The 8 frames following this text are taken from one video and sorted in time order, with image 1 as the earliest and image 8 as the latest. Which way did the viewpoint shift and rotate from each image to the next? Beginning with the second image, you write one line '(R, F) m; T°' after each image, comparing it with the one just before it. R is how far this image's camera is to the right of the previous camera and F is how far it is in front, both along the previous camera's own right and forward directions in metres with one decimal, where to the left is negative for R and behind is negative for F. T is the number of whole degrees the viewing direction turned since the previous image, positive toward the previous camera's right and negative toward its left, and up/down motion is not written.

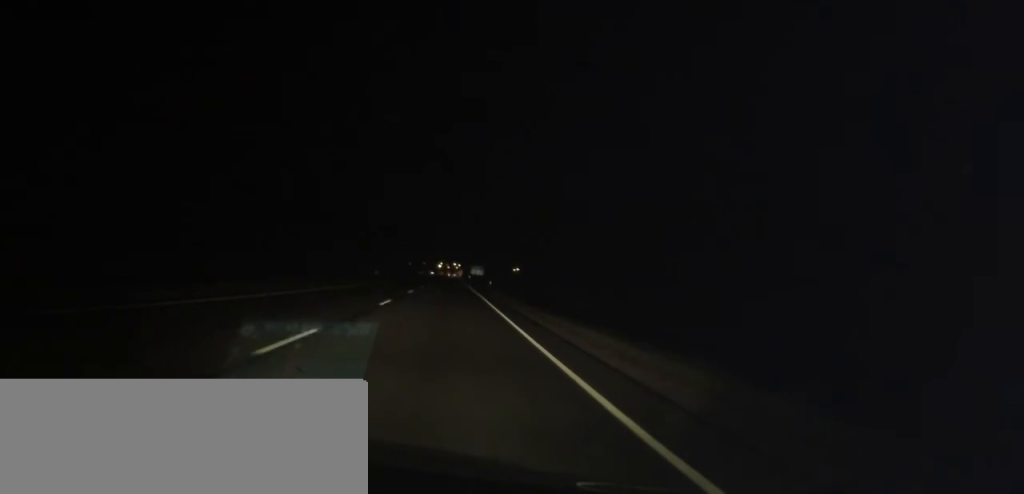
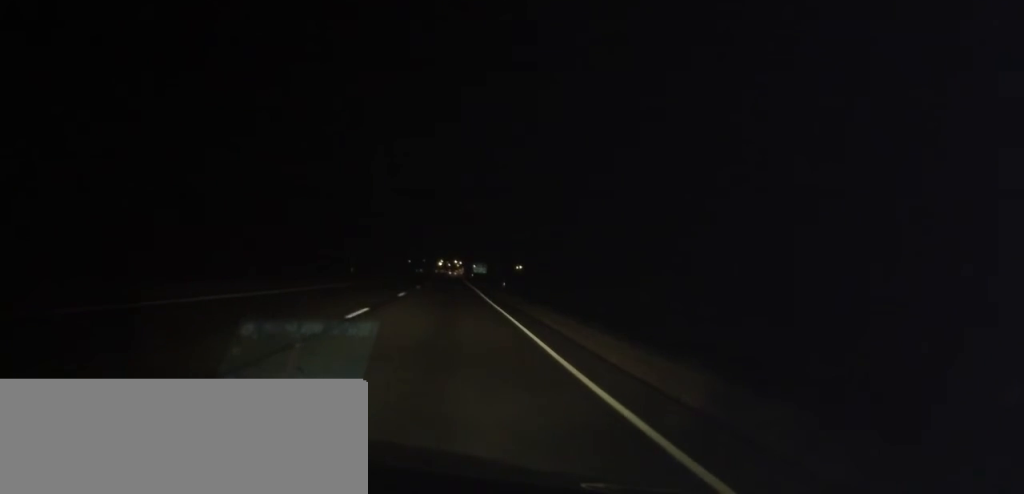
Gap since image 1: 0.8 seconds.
(-0.3, +18.7) m; 0°
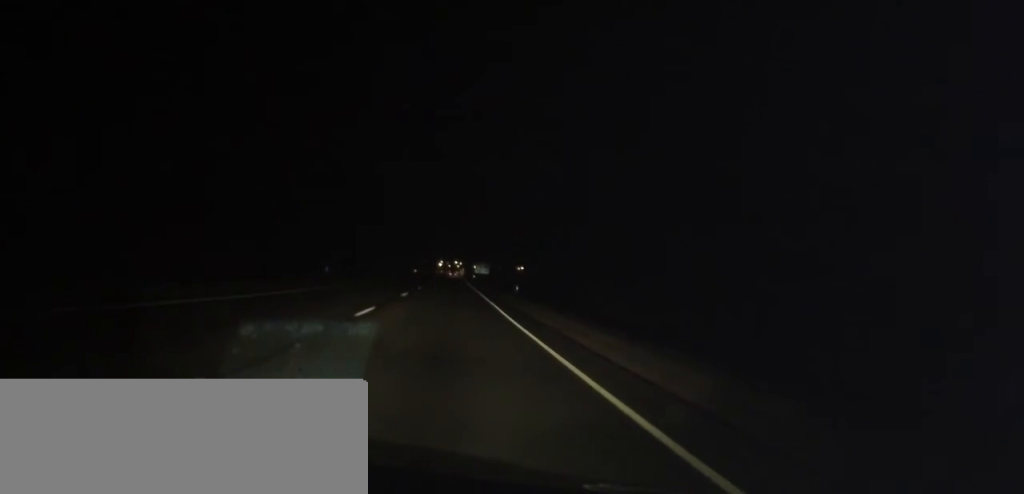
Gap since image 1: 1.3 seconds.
(+0.2, +11.1) m; +1°
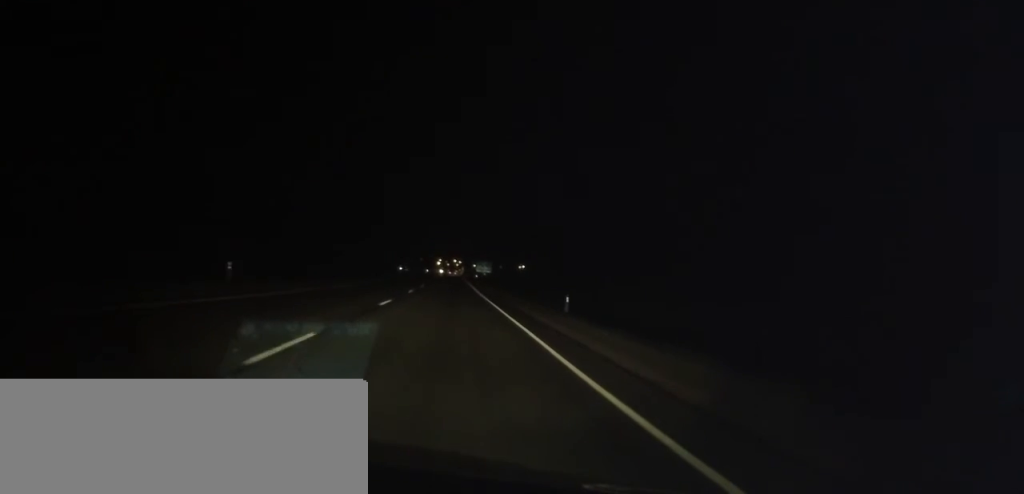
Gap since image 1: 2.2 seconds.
(+0.1, +19.7) m; 0°
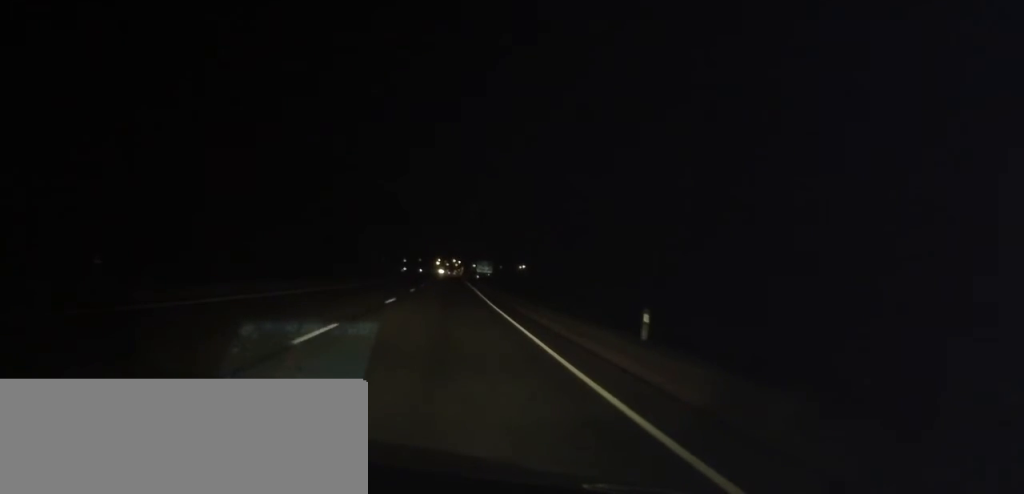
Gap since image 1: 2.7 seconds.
(+0.1, +10.2) m; -1°
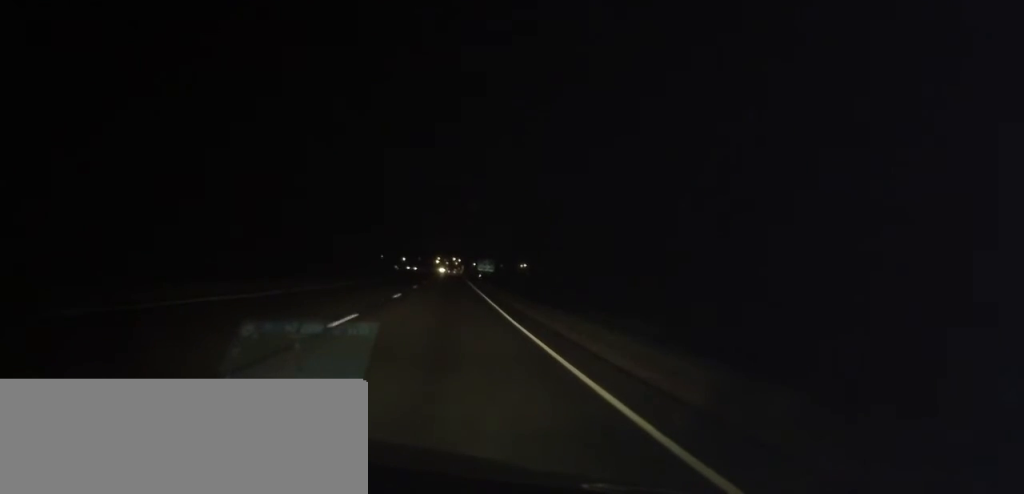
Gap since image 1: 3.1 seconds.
(-0.3, +9.4) m; 0°
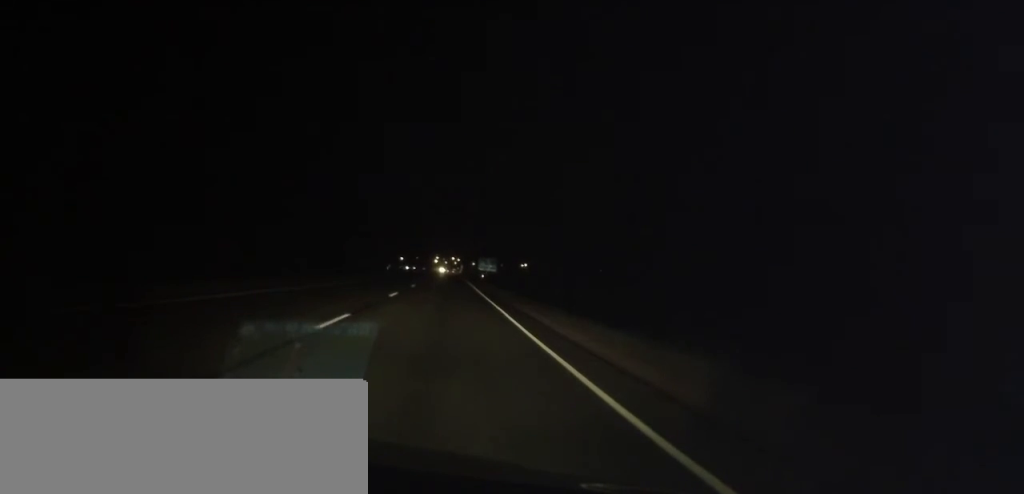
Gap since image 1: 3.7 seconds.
(-0.2, +13.0) m; 0°
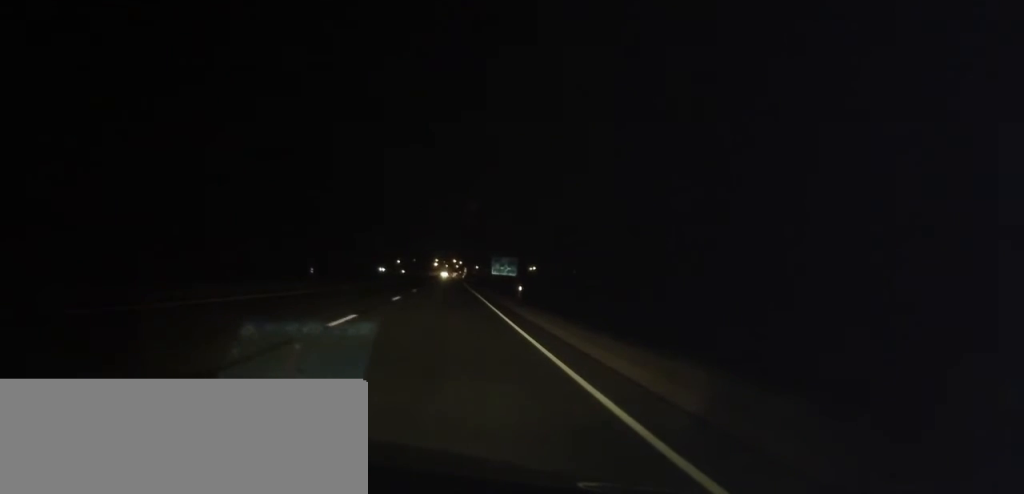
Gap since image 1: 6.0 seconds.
(+1.1, +48.3) m; +1°
